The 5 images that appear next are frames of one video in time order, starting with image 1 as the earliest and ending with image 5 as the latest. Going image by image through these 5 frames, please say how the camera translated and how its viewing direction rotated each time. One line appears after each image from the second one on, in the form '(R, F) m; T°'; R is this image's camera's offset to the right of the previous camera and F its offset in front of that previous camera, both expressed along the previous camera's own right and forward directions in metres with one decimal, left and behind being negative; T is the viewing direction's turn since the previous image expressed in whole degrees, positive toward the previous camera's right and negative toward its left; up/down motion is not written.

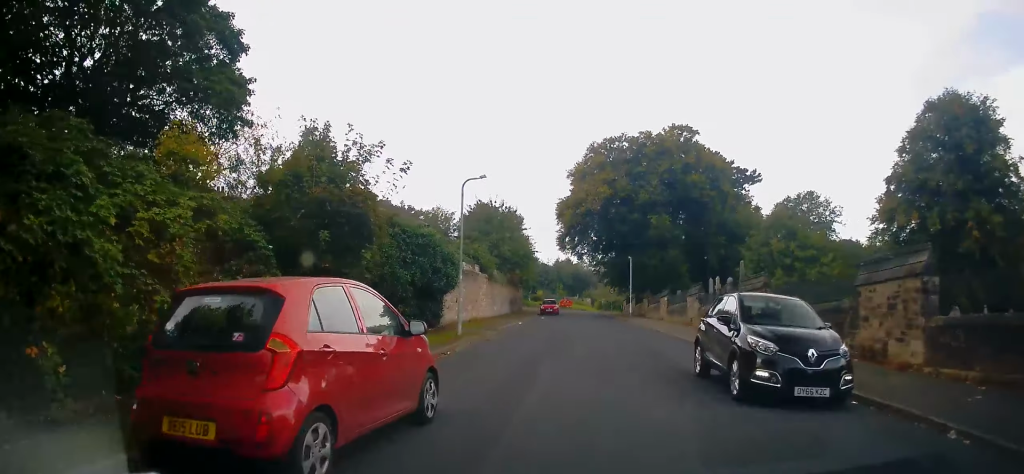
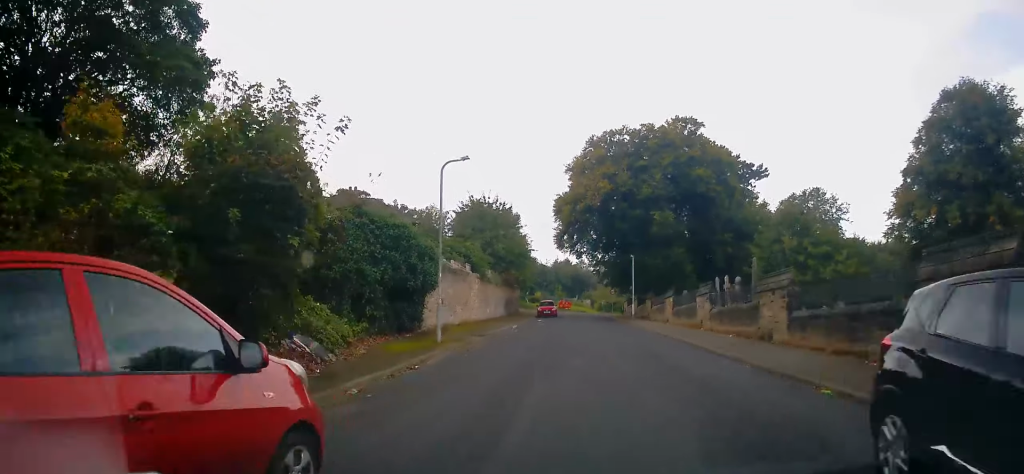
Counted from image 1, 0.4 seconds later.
(+0.2, +3.0) m; 0°
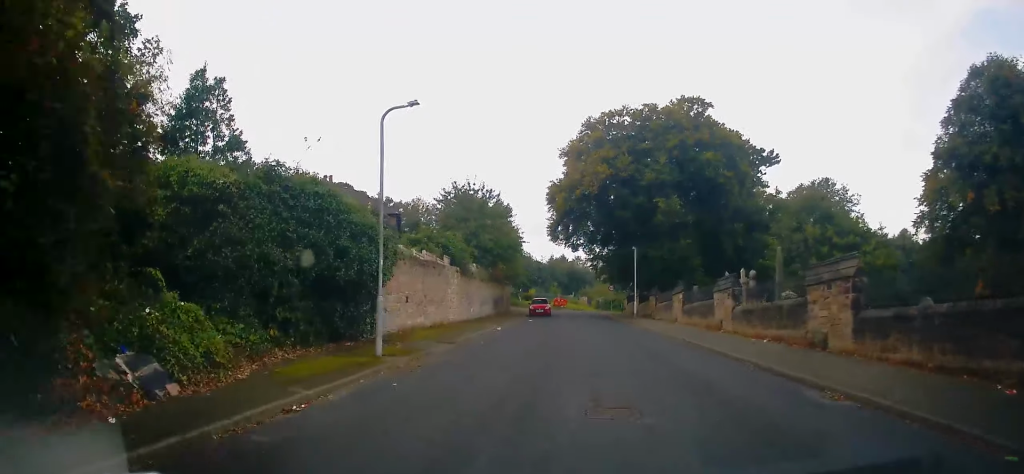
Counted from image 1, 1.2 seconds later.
(+0.2, +5.1) m; 0°
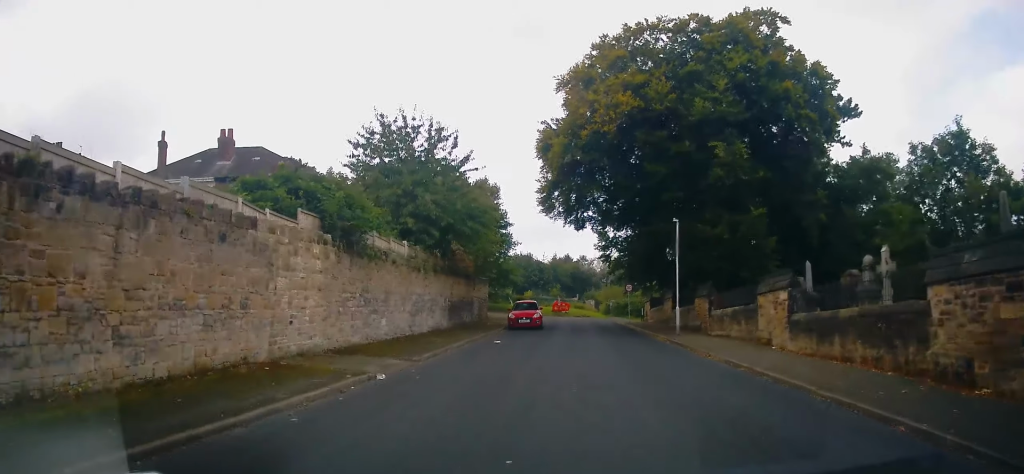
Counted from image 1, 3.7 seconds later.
(-0.3, +17.6) m; 0°
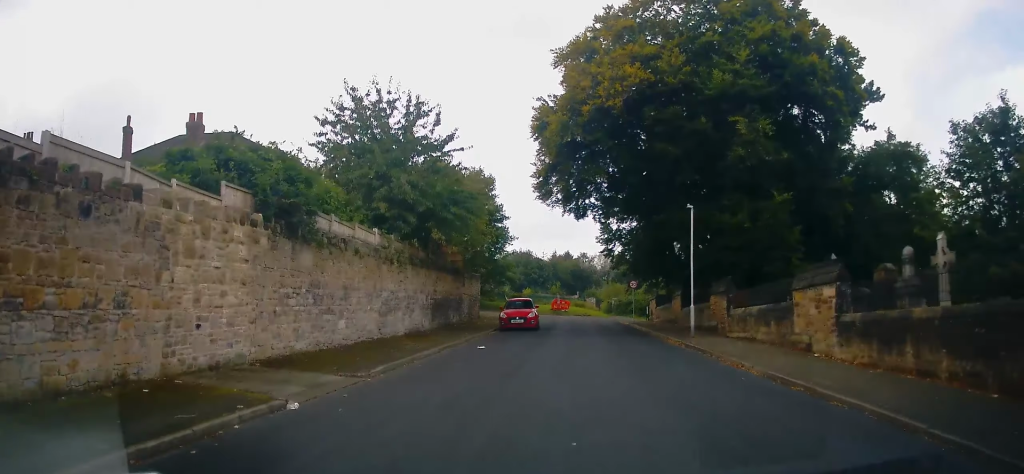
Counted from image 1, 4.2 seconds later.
(0.0, +3.6) m; +1°
